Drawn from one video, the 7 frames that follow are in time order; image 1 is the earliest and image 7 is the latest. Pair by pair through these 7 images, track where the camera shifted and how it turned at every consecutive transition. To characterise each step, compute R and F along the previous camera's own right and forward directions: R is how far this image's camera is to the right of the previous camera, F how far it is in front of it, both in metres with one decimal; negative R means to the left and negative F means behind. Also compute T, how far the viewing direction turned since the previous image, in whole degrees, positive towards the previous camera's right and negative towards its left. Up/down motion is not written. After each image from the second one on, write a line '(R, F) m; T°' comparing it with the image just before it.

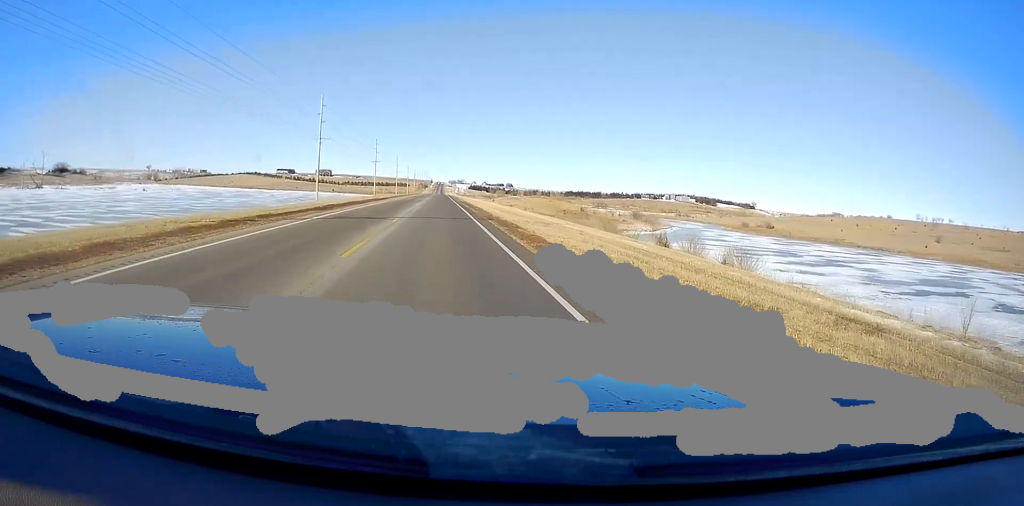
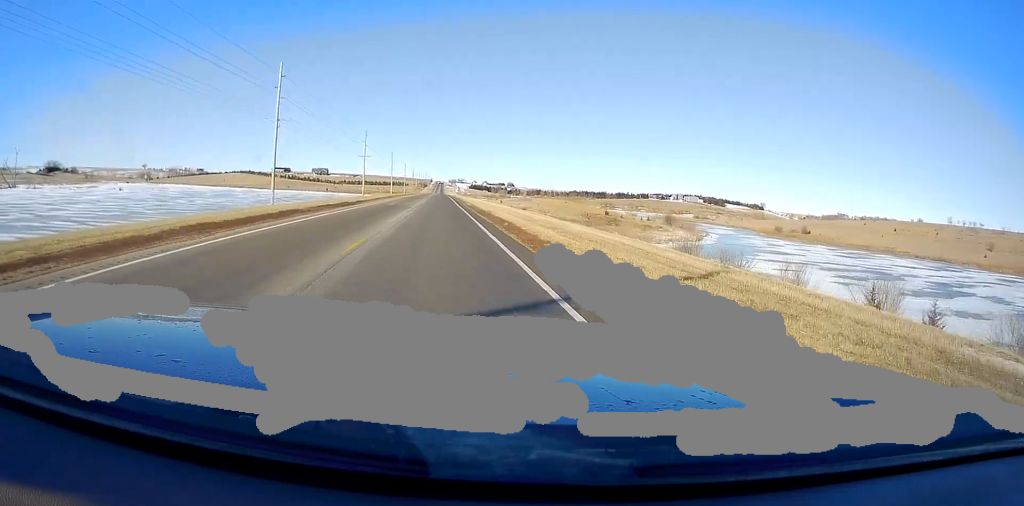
(0.0, +23.9) m; 0°
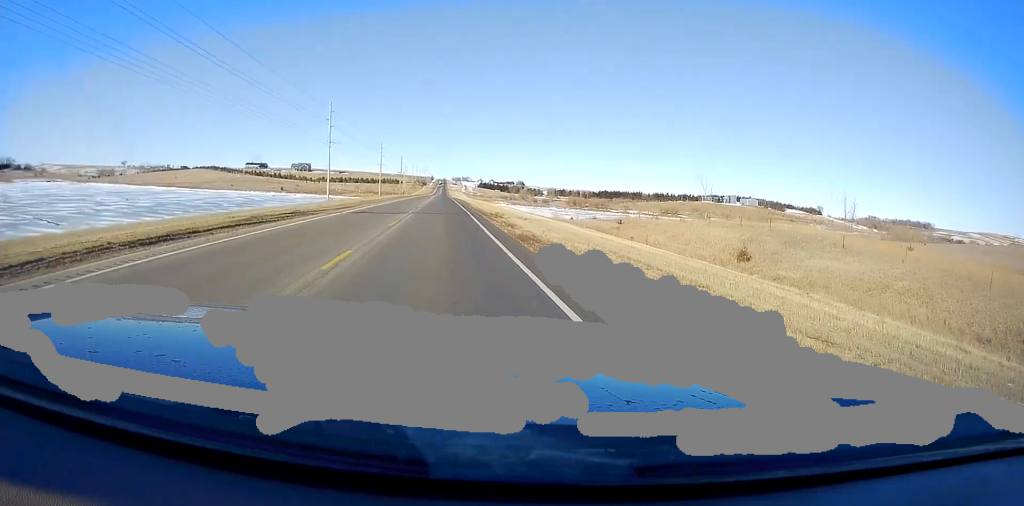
(+1.1, +126.1) m; -1°
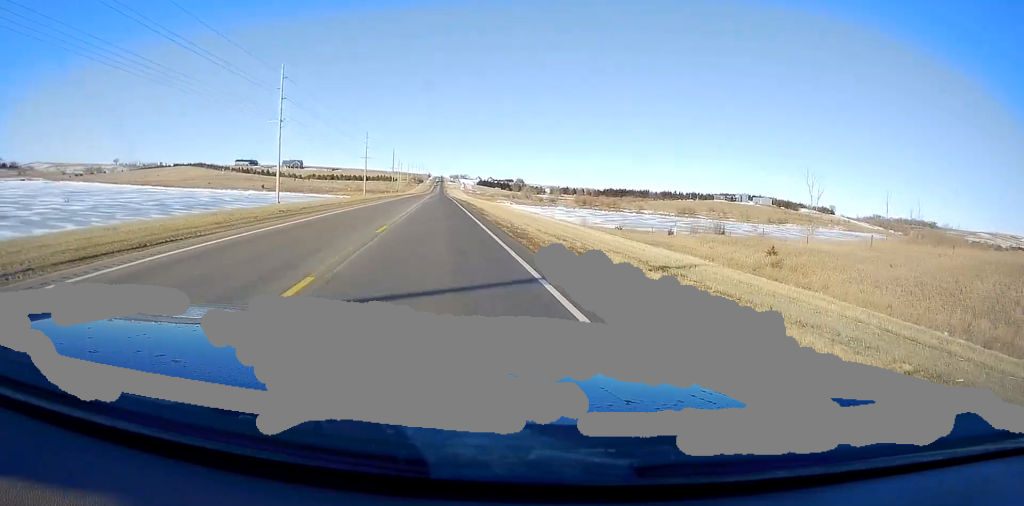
(-0.2, +28.6) m; 0°
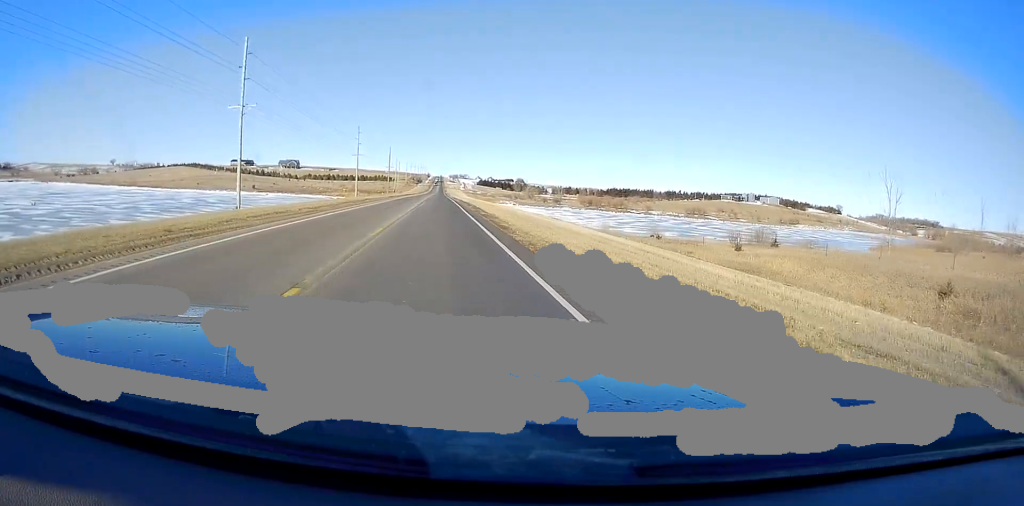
(-0.2, +13.3) m; 0°
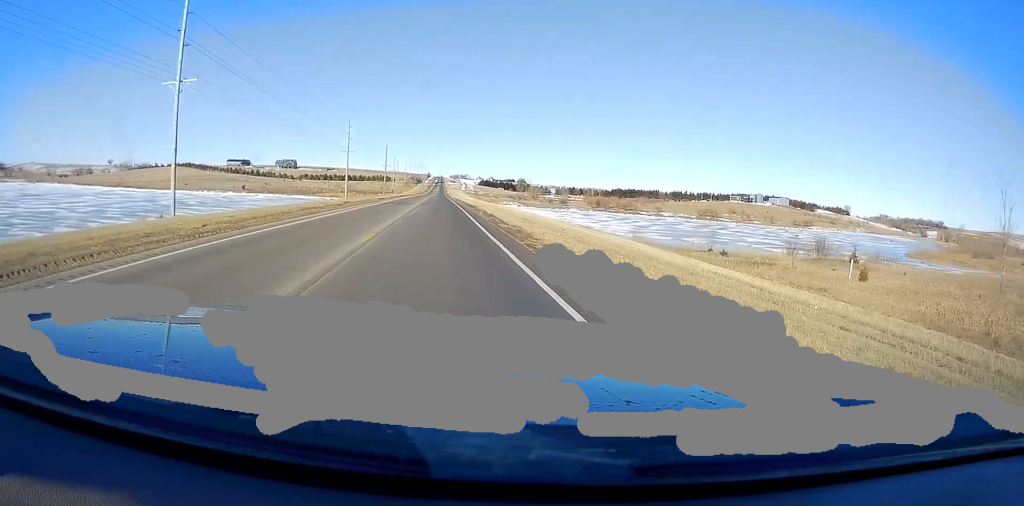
(+0.1, +14.4) m; +1°
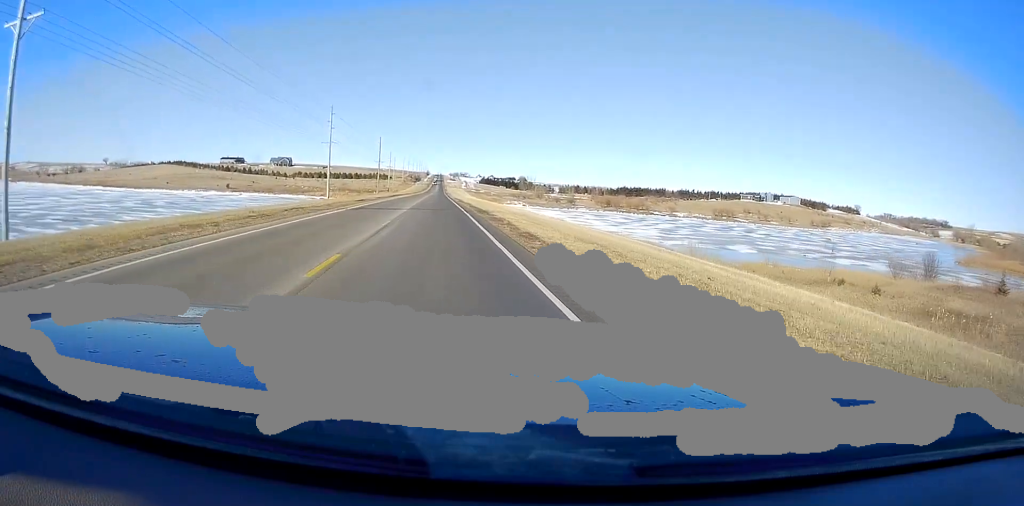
(+0.1, +18.5) m; +1°
